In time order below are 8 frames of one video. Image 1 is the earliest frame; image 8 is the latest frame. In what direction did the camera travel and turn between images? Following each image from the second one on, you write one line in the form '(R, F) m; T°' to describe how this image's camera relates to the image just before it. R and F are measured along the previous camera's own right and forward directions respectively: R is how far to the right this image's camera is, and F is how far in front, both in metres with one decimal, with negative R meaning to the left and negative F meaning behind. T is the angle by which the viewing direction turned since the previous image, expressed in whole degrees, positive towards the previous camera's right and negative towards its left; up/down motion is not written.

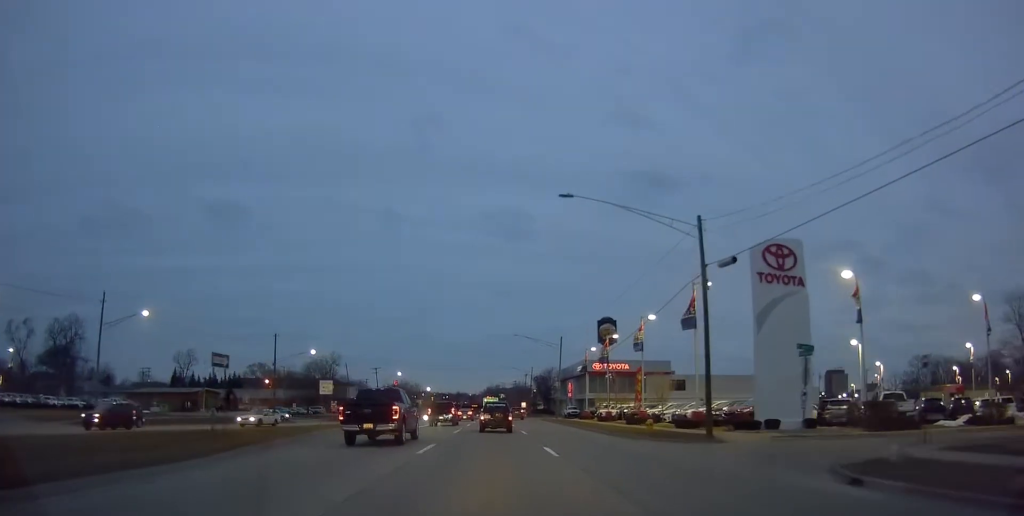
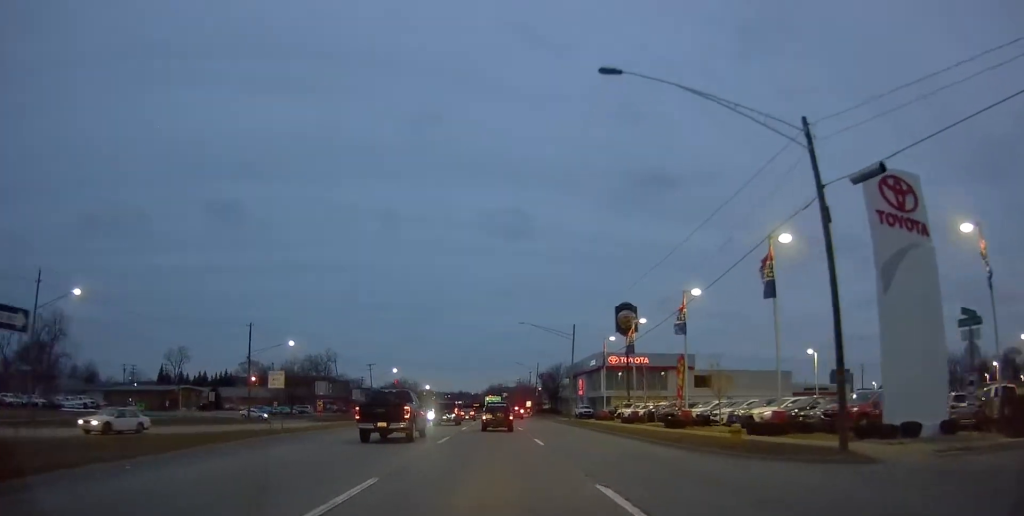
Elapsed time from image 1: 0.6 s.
(+0.4, +9.9) m; +2°
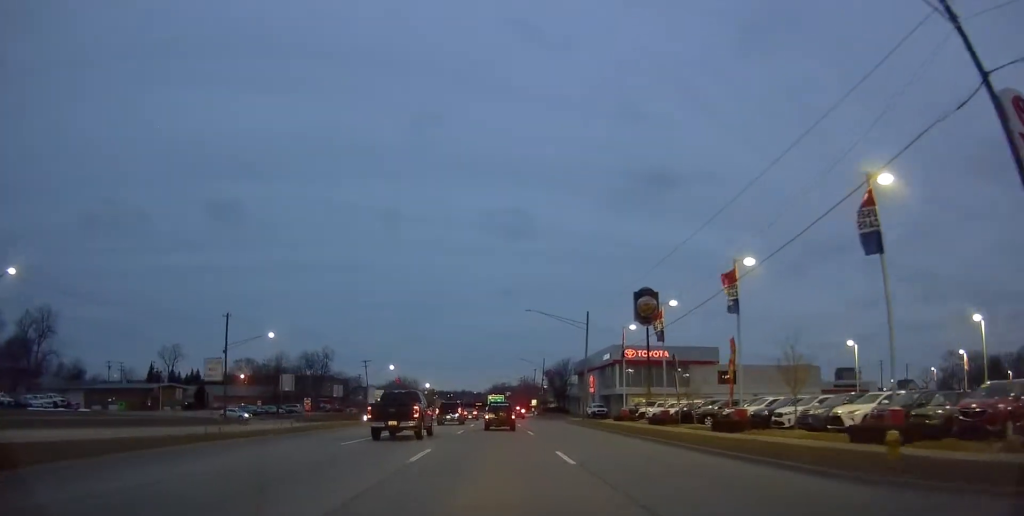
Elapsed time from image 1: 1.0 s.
(+0.1, +7.7) m; +1°
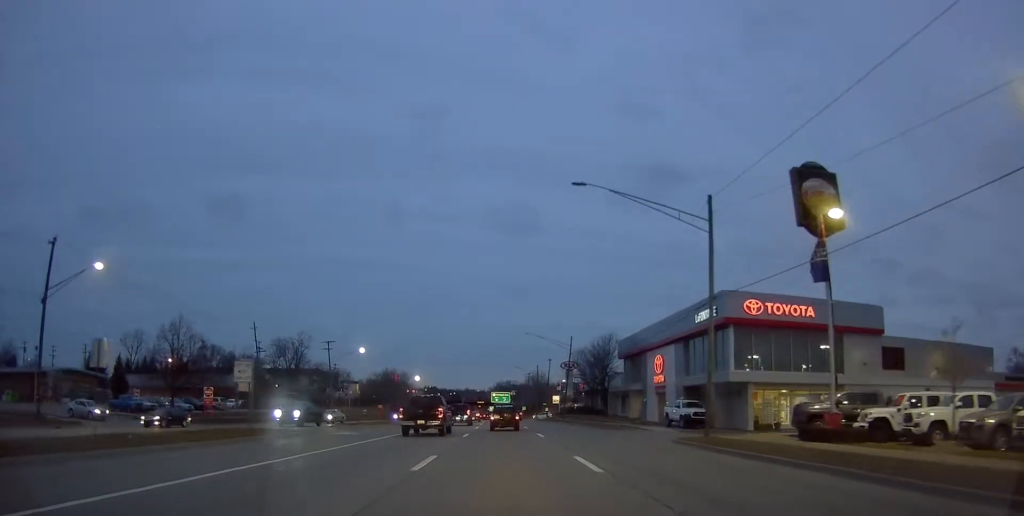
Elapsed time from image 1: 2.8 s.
(0.0, +32.2) m; -1°
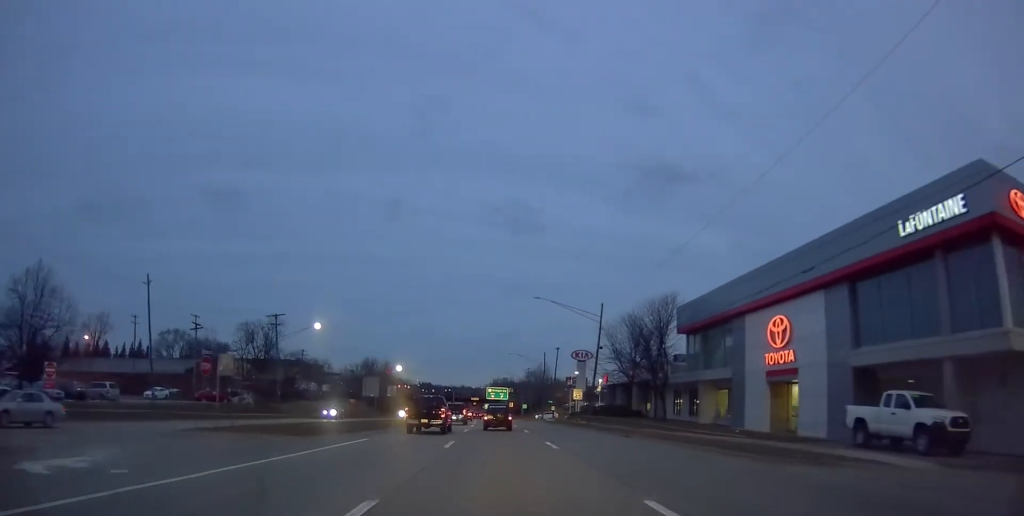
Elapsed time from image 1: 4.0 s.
(-0.3, +22.7) m; 0°
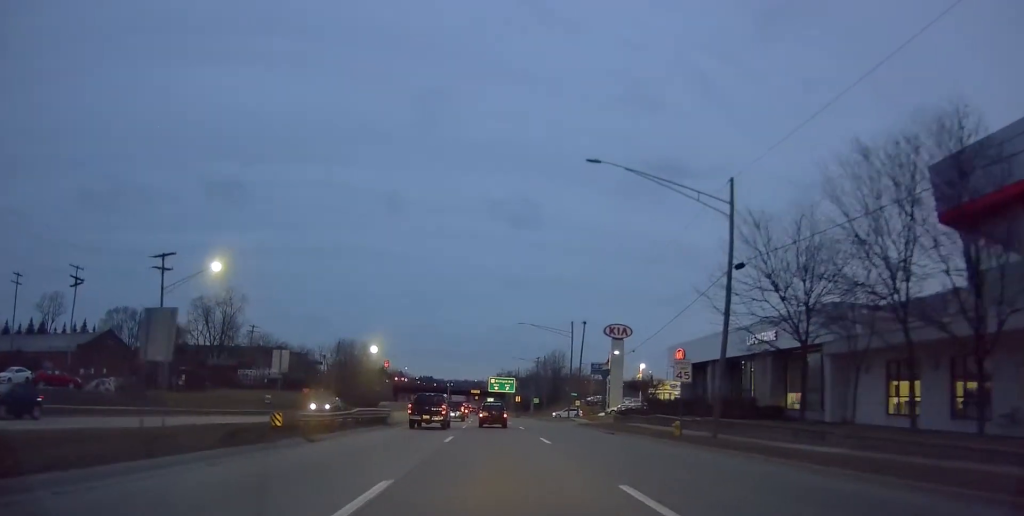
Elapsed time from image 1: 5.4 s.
(+0.5, +29.1) m; 0°
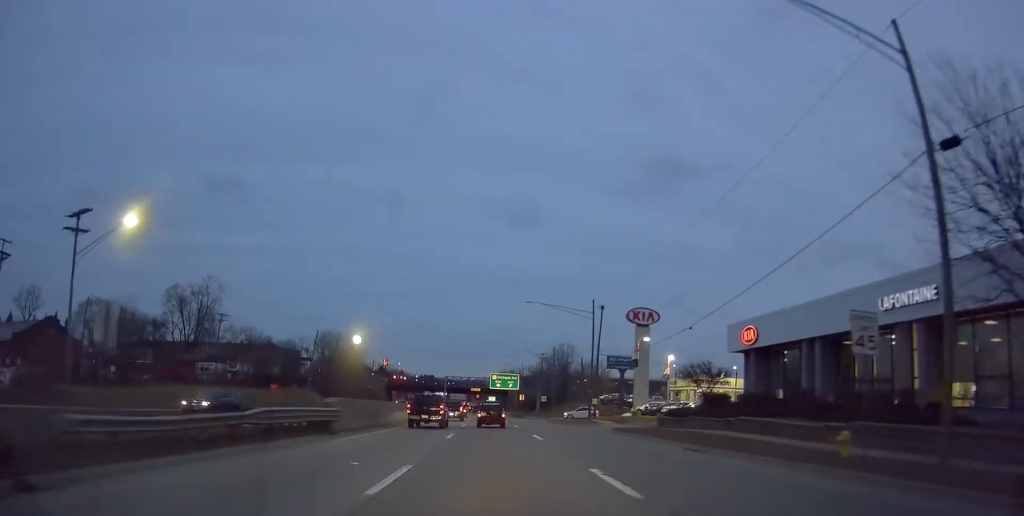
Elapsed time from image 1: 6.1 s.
(0.0, +12.9) m; -1°
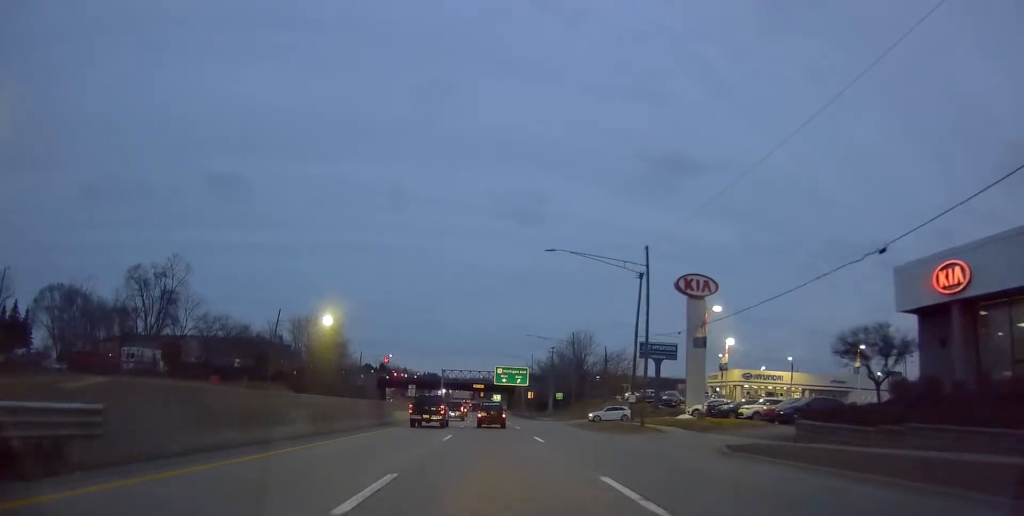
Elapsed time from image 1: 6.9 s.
(-0.6, +17.2) m; -1°
